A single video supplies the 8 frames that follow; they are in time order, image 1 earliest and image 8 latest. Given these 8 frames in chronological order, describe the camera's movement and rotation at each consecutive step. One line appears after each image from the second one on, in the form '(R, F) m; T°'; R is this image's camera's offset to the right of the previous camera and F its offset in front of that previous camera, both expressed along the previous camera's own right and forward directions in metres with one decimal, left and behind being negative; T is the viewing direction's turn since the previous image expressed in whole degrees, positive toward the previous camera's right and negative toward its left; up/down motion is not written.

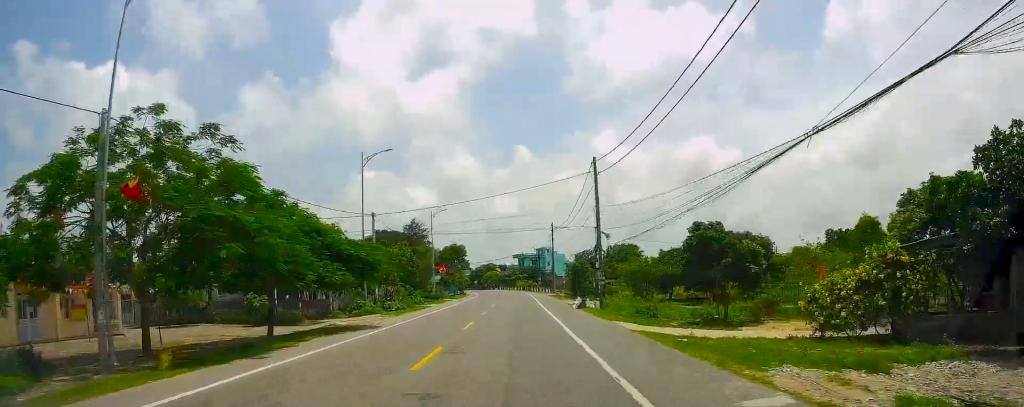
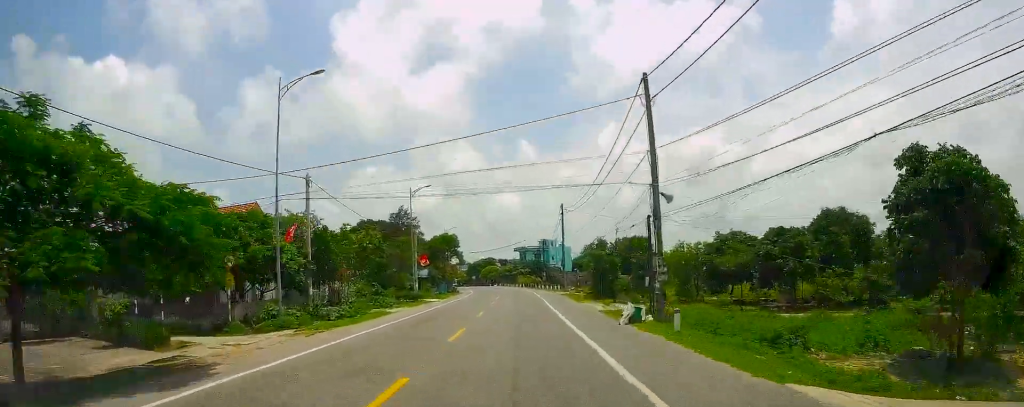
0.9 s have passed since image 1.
(-0.2, +15.3) m; -1°
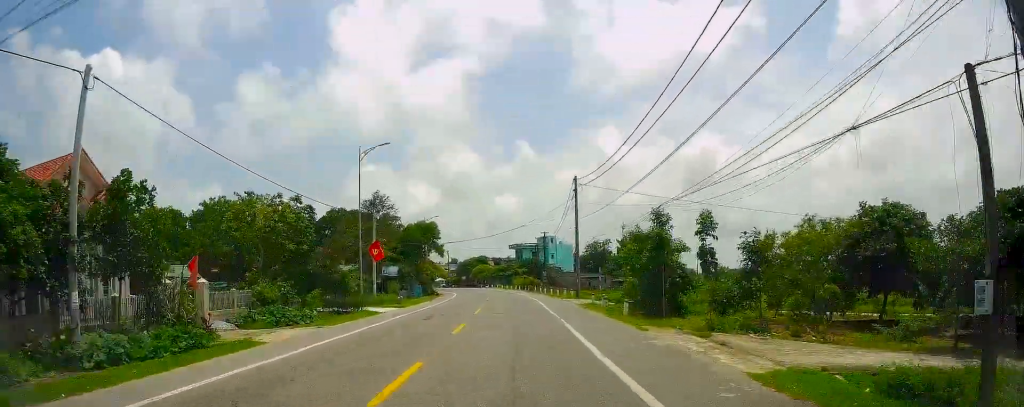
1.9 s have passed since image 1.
(+0.1, +18.3) m; 0°
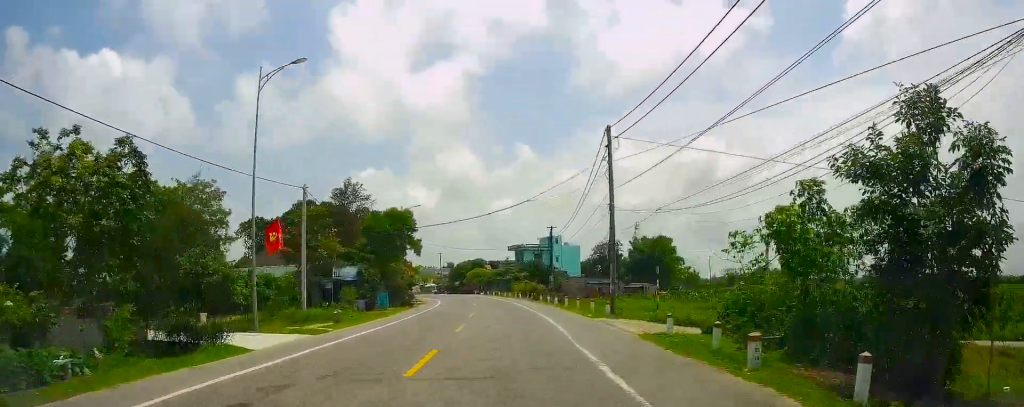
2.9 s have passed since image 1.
(0.0, +17.2) m; 0°
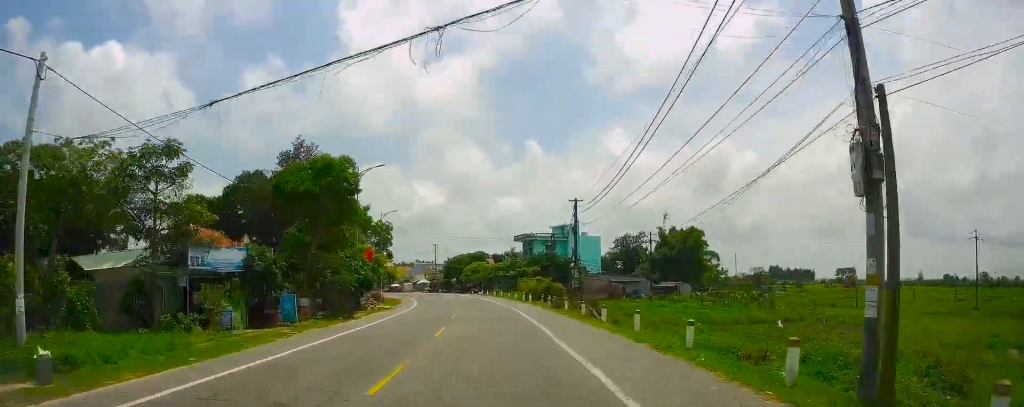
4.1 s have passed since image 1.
(-0.2, +22.6) m; 0°
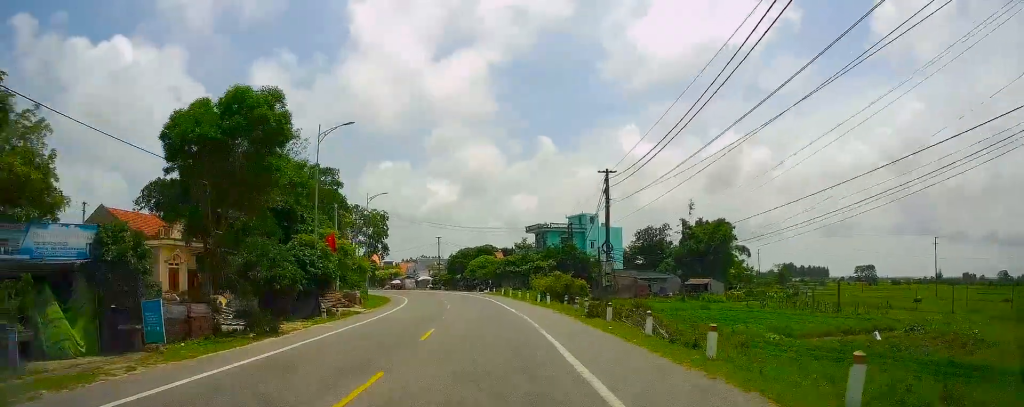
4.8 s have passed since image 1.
(+0.1, +12.5) m; 0°
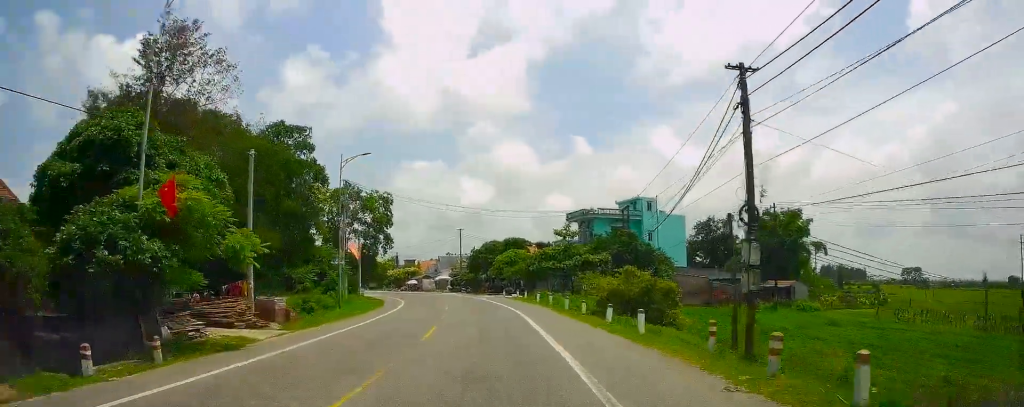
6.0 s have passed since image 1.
(0.0, +20.9) m; -8°
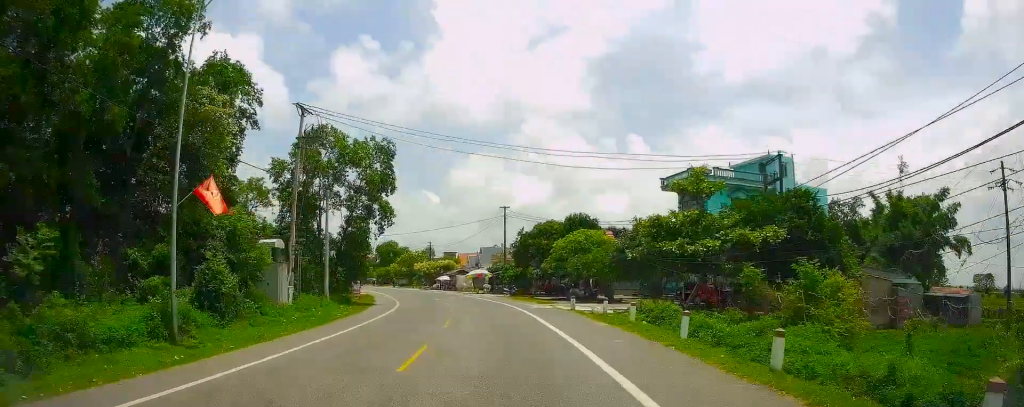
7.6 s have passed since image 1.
(-5.1, +27.6) m; +2°
